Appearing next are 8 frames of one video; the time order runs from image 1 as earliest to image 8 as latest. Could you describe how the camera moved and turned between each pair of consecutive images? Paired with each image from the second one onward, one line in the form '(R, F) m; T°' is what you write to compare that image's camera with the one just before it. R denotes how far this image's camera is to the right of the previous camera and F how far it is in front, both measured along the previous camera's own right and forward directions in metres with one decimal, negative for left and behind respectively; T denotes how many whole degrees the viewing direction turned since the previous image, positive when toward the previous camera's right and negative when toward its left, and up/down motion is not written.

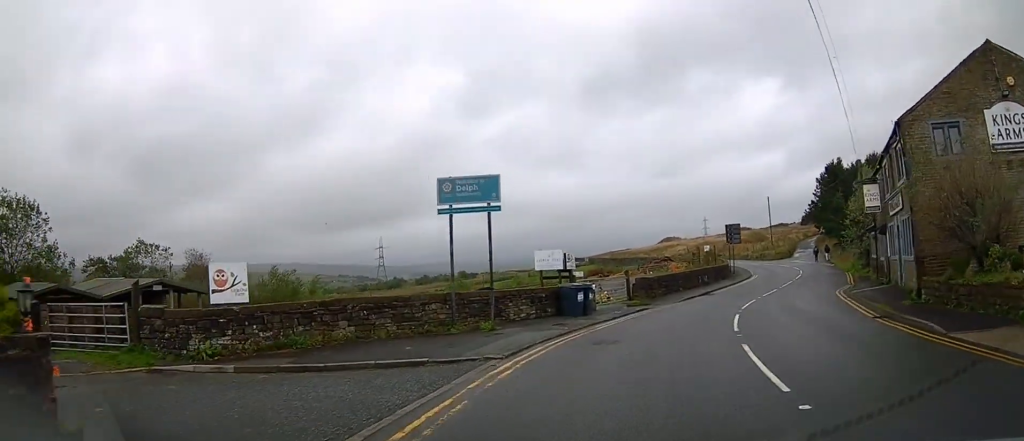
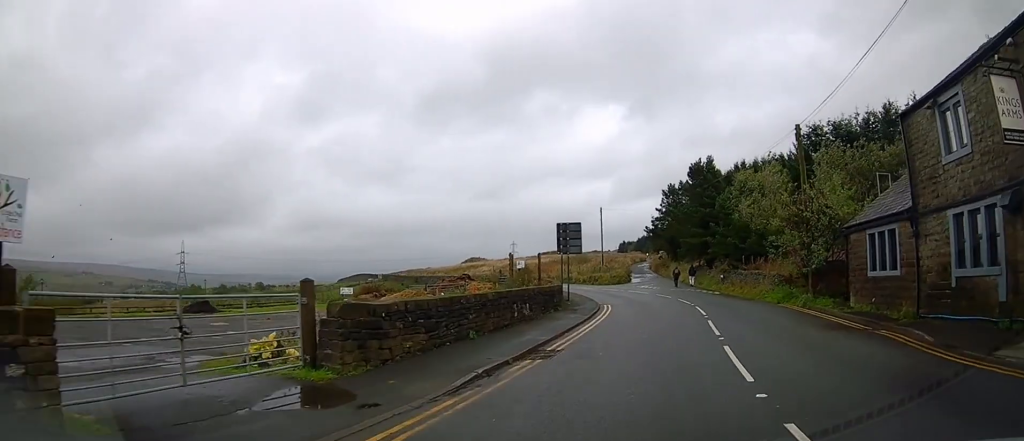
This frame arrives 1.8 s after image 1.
(+2.5, +17.2) m; +18°
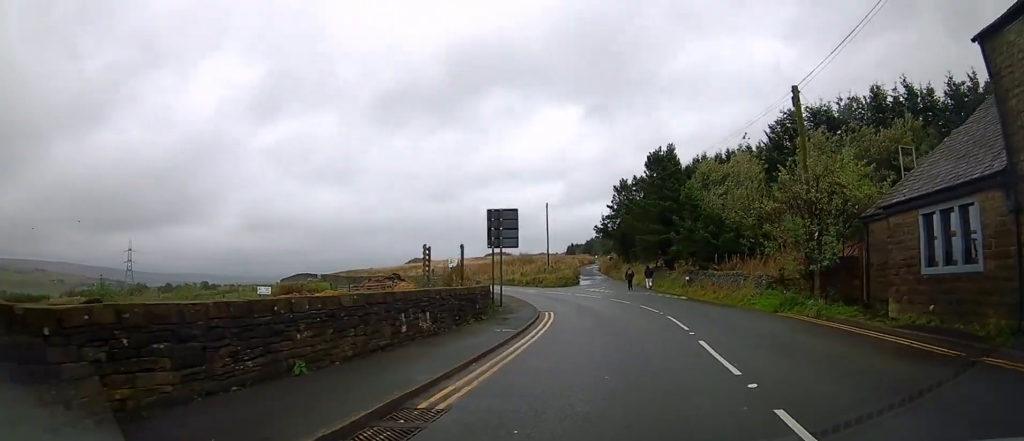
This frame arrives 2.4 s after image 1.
(+0.4, +5.8) m; +5°
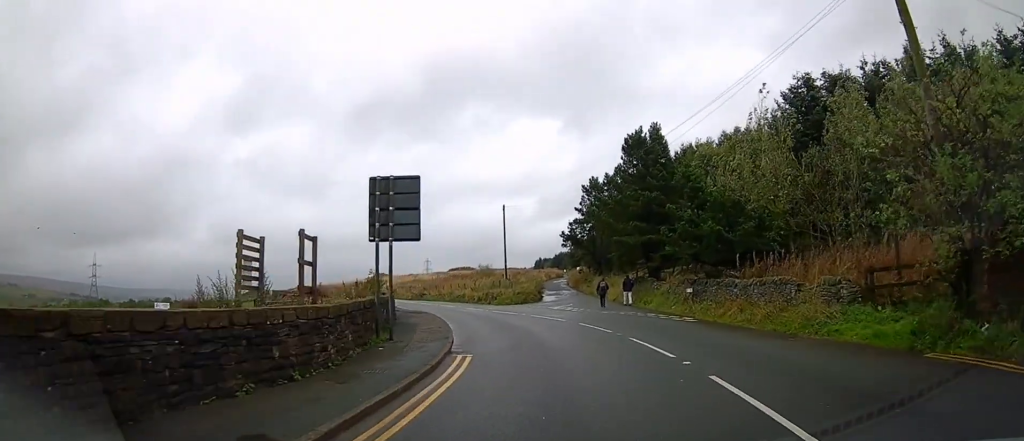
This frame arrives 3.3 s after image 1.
(+0.2, +9.9) m; +1°
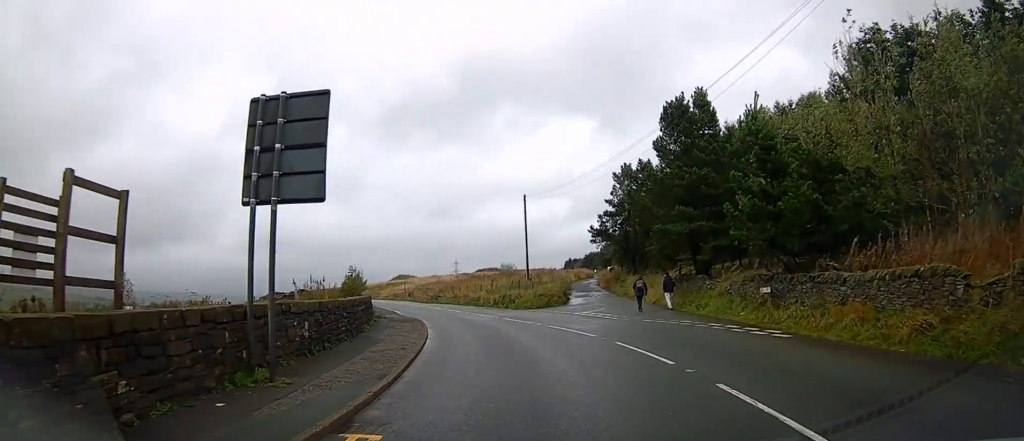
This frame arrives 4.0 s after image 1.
(0.0, +6.7) m; -2°
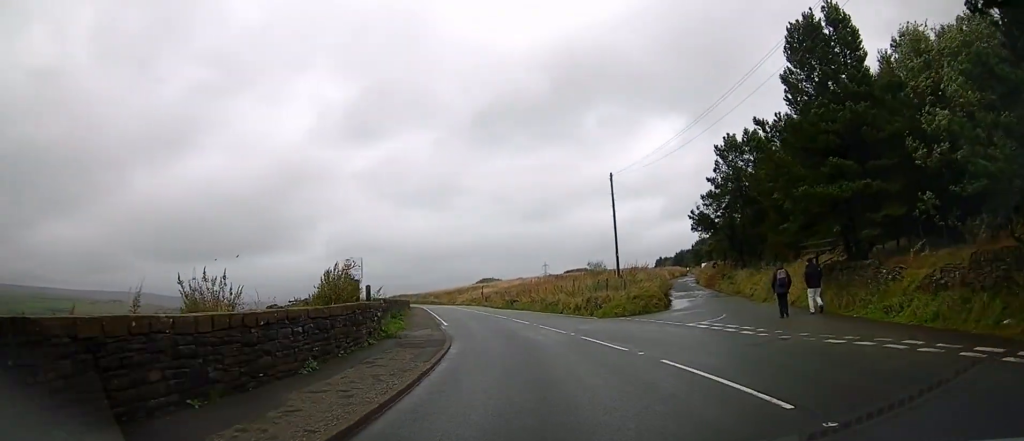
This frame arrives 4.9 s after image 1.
(-0.3, +9.3) m; -6°
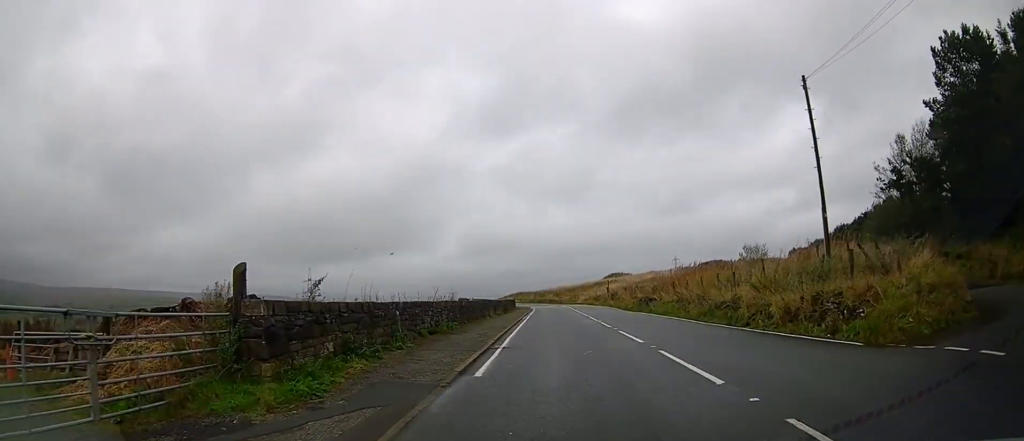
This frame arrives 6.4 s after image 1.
(-1.9, +16.4) m; -11°
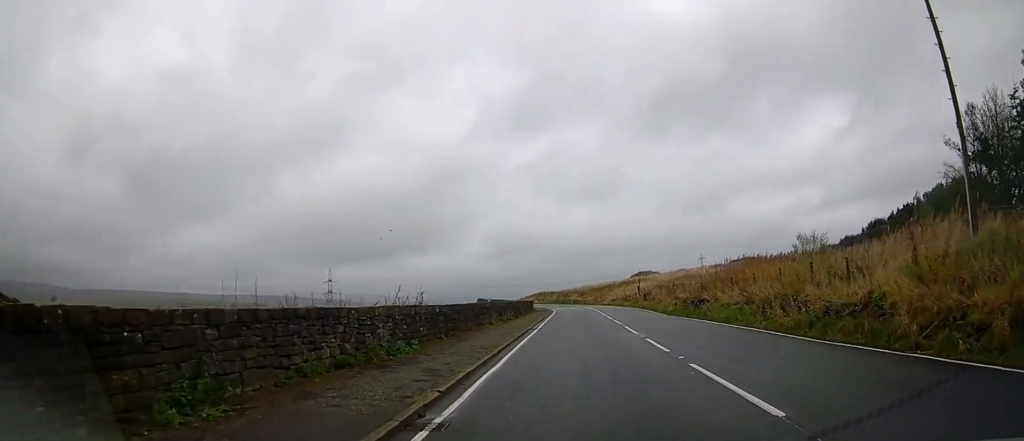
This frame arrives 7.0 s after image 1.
(-0.1, +8.4) m; -2°
